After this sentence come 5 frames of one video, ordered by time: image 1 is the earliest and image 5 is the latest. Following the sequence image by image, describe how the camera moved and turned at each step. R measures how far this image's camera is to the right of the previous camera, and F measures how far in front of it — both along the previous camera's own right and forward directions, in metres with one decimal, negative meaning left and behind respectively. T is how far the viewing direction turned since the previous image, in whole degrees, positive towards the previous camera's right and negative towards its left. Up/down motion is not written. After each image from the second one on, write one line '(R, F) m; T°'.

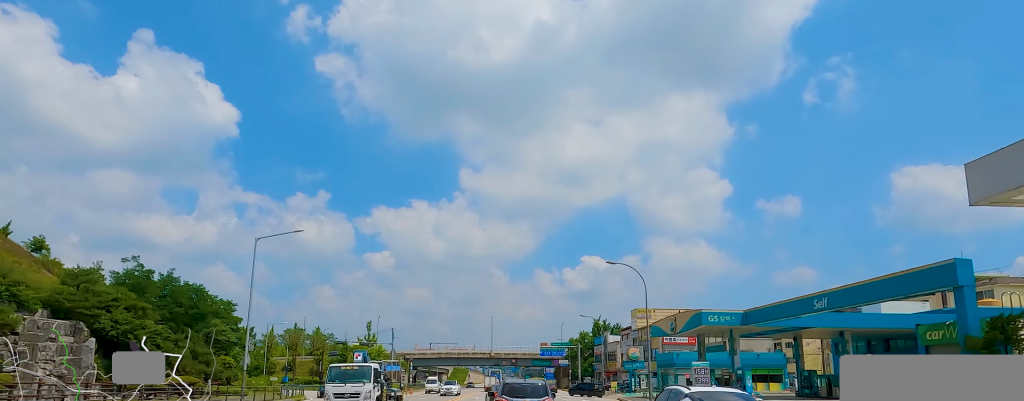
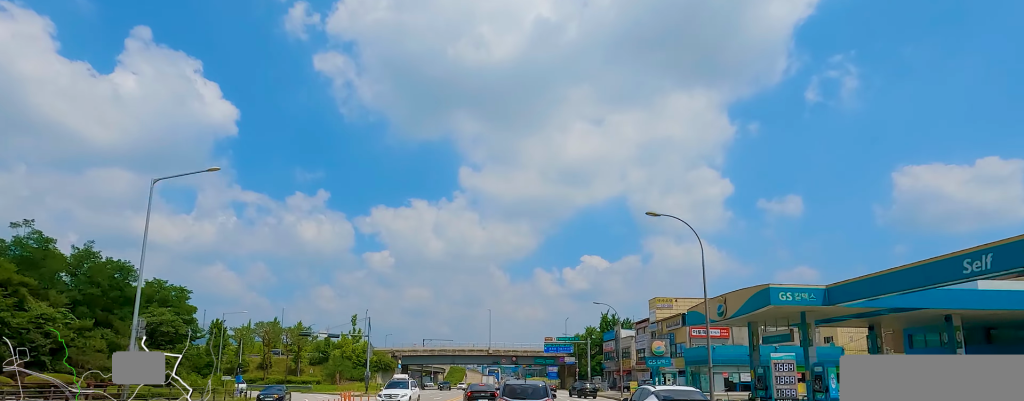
(-0.3, +11.6) m; -4°
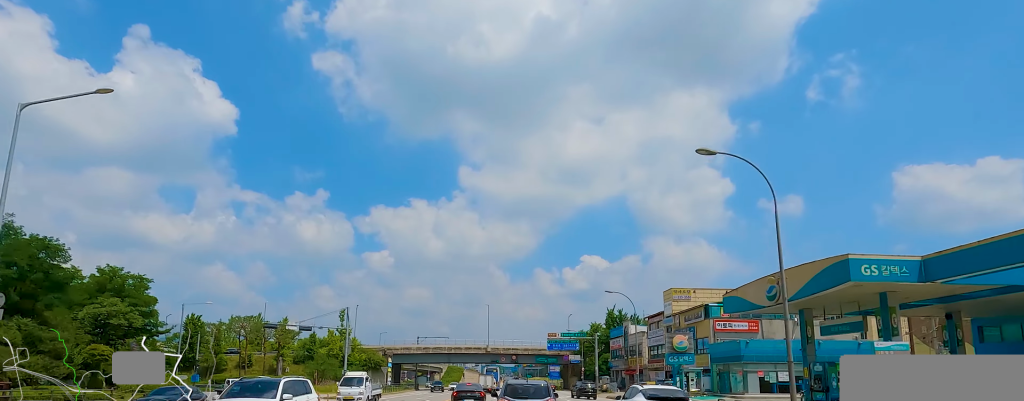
(-0.3, +7.6) m; 0°
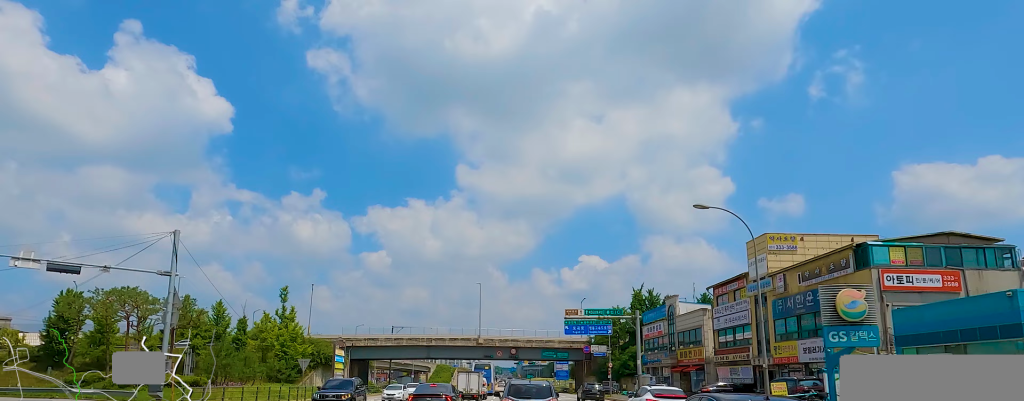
(+1.3, +25.3) m; 0°
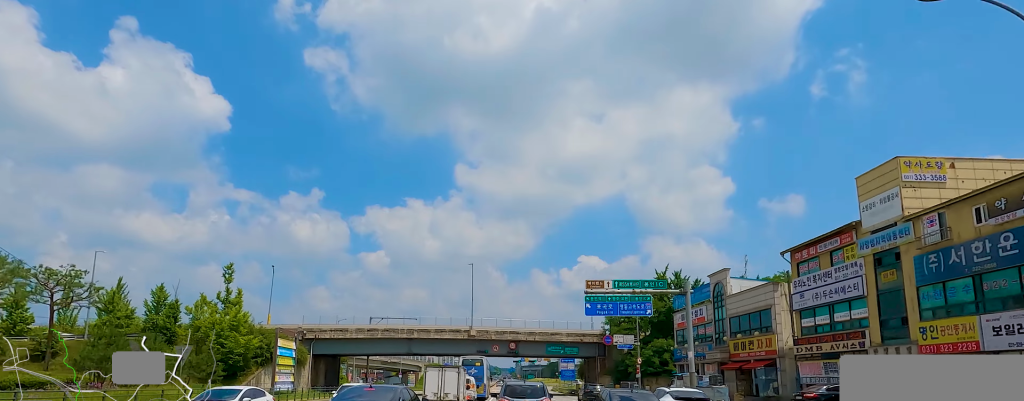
(-0.6, +15.0) m; +4°
